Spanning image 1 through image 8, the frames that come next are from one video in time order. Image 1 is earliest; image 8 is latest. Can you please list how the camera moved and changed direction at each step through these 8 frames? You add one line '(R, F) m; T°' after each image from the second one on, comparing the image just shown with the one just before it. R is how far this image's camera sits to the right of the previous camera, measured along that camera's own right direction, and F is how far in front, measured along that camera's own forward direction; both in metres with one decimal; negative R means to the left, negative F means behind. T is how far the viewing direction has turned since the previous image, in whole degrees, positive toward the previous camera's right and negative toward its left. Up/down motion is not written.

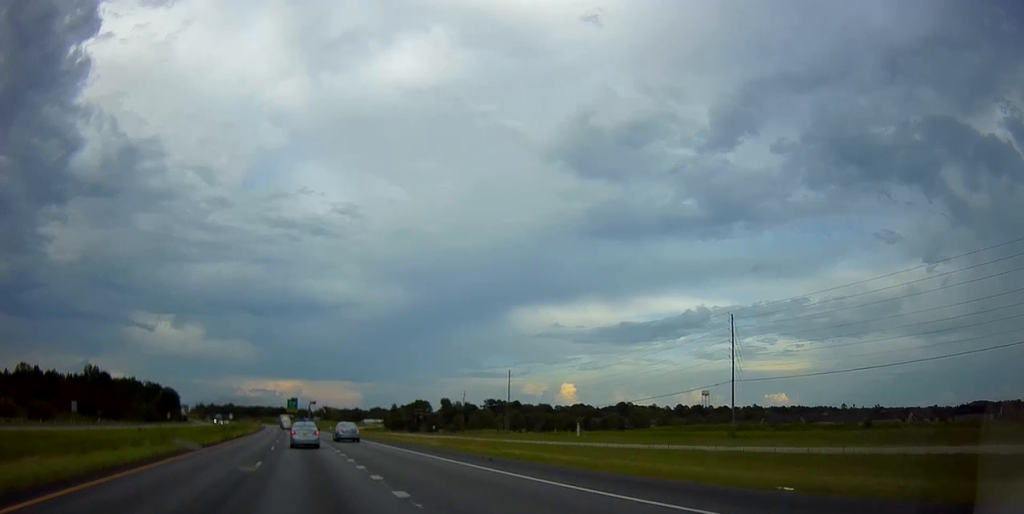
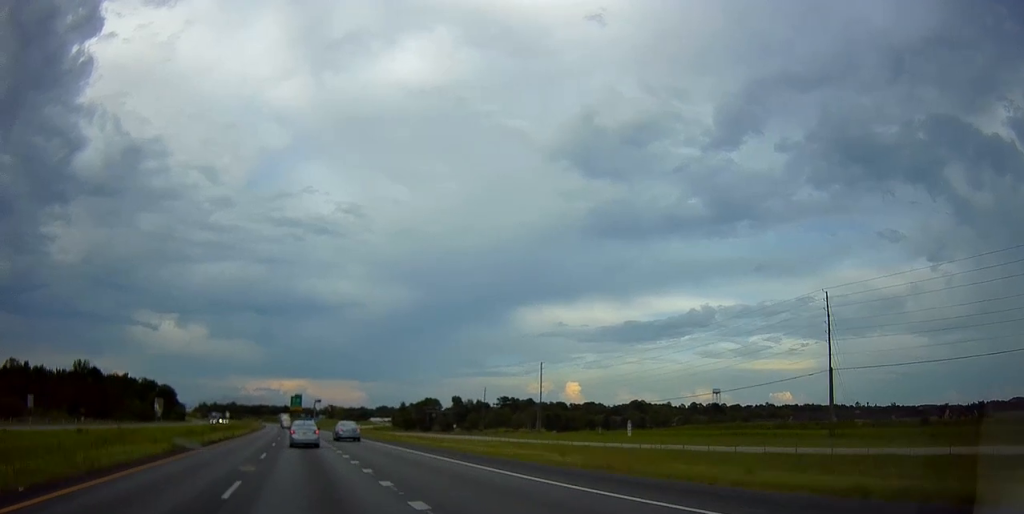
(0.0, +19.7) m; -1°
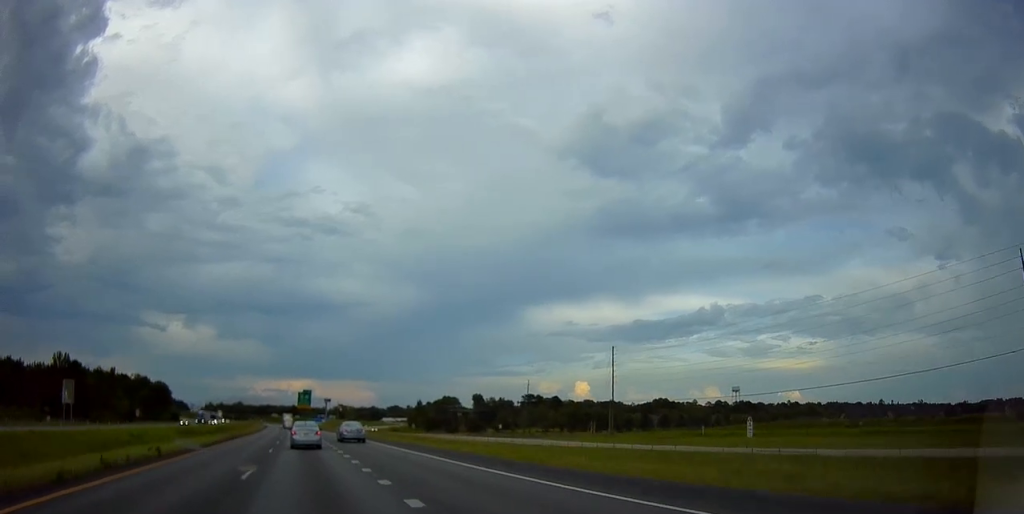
(-0.5, +32.2) m; -1°
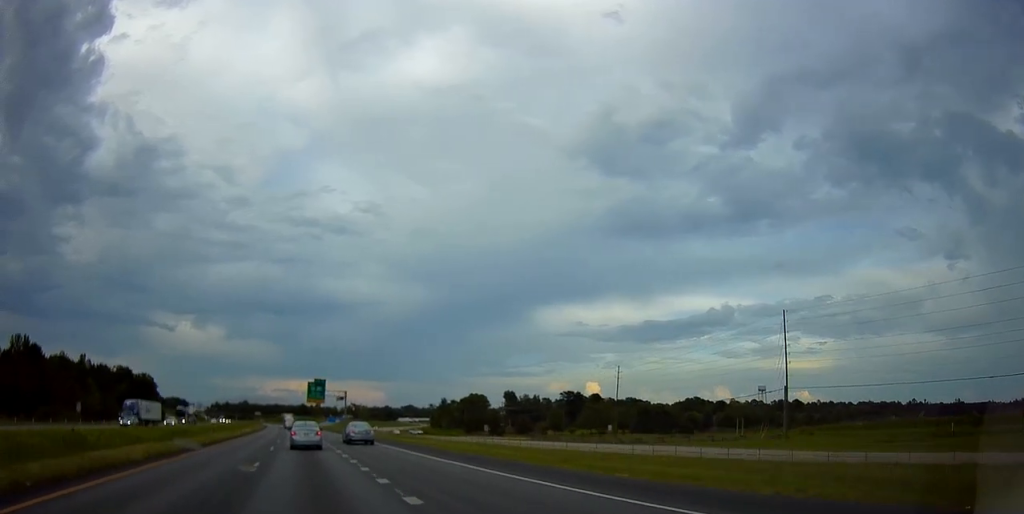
(-0.1, +46.5) m; 0°
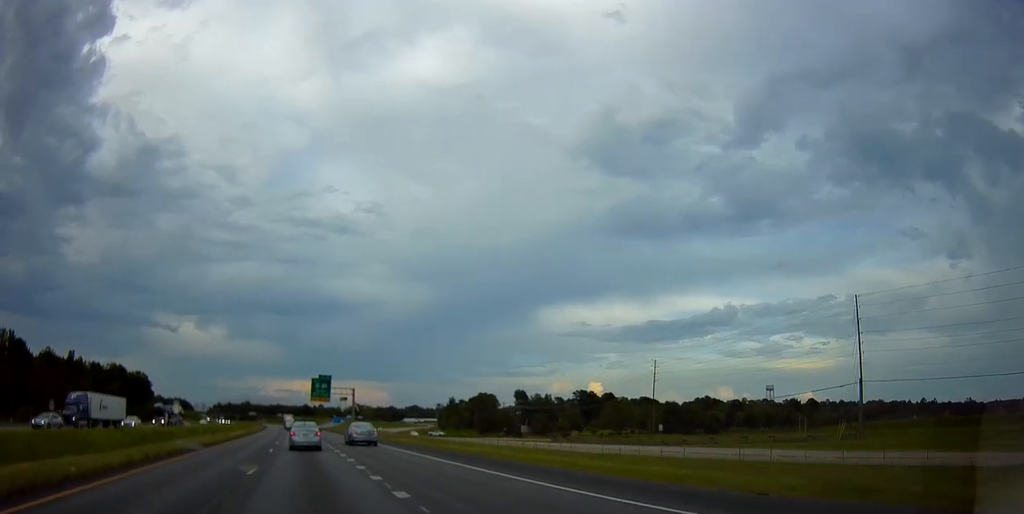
(0.0, +13.4) m; 0°
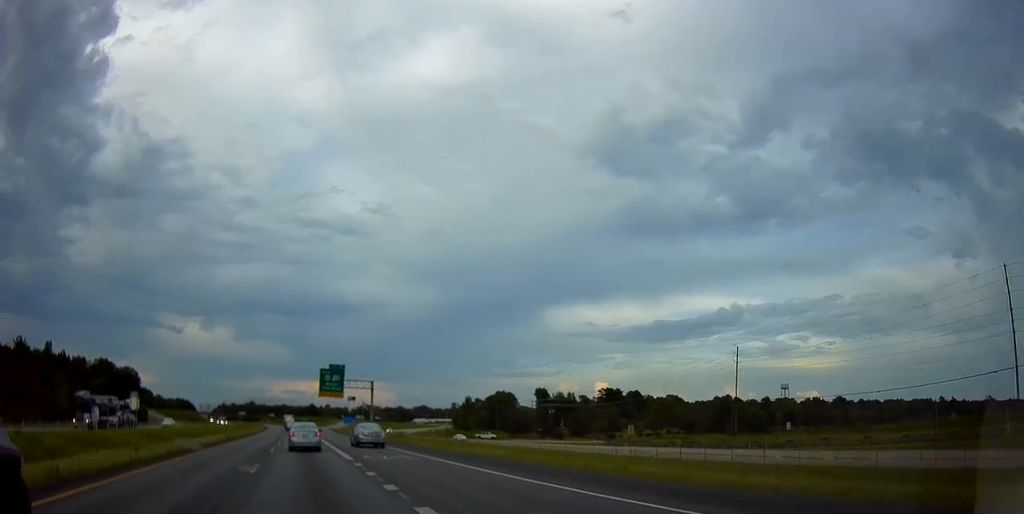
(+0.1, +23.7) m; -2°
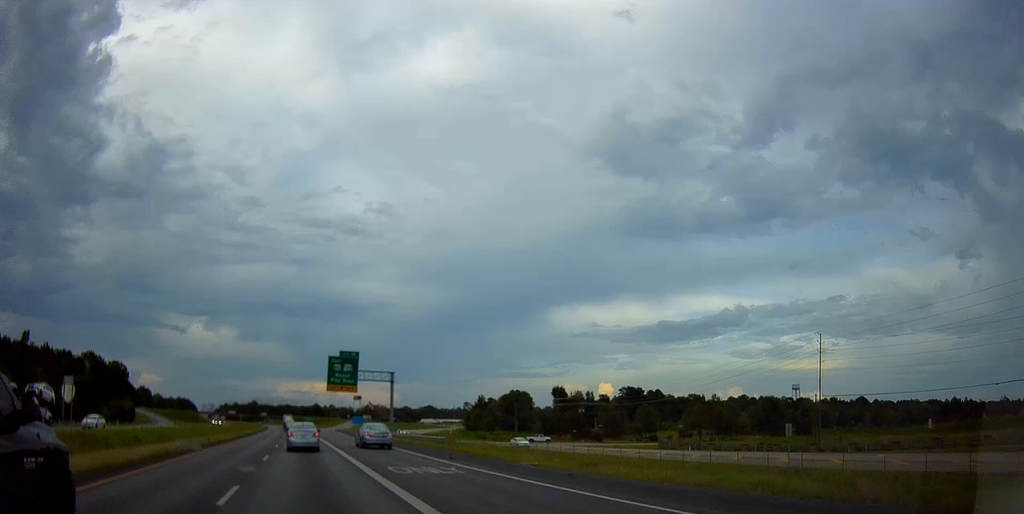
(-0.4, +18.6) m; -1°
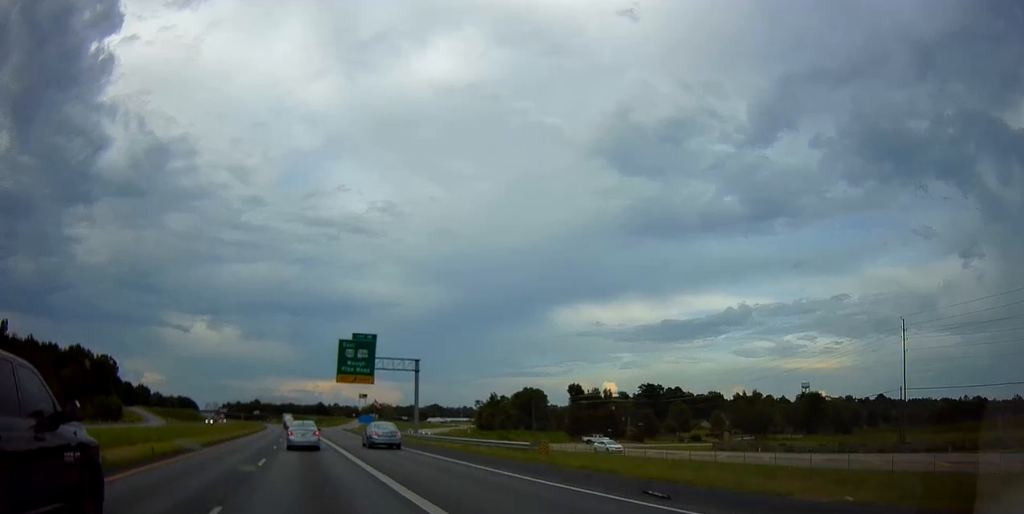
(-0.5, +15.5) m; 0°
